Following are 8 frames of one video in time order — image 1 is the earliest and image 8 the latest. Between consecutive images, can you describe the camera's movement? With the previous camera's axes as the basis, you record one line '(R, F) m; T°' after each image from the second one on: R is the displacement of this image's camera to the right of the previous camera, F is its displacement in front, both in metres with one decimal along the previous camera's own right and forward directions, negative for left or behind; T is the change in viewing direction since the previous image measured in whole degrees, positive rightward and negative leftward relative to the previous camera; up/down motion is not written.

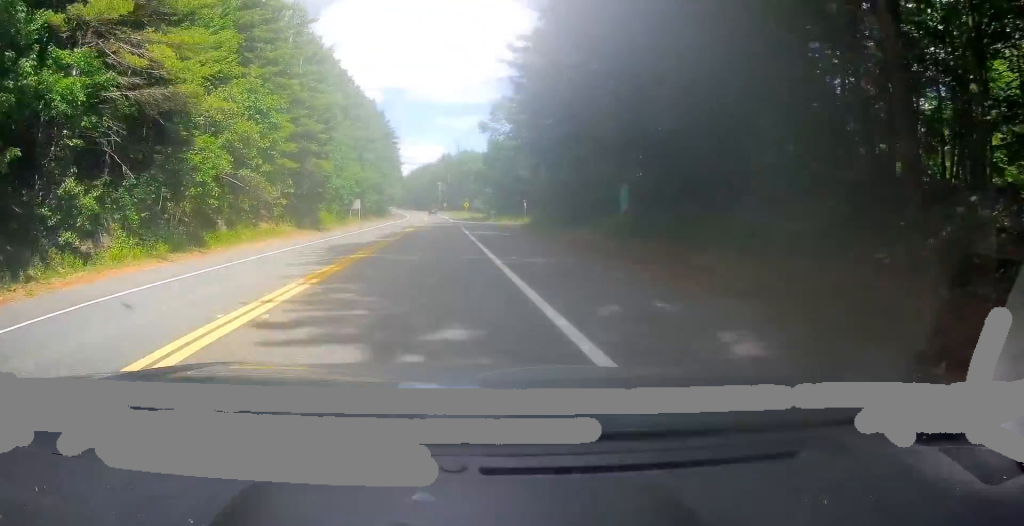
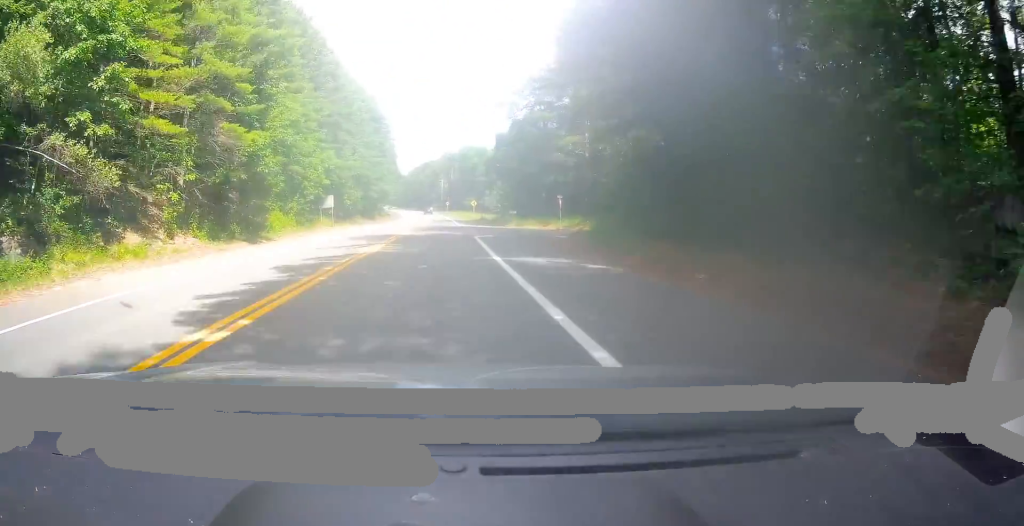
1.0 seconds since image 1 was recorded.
(-0.5, +20.4) m; +1°
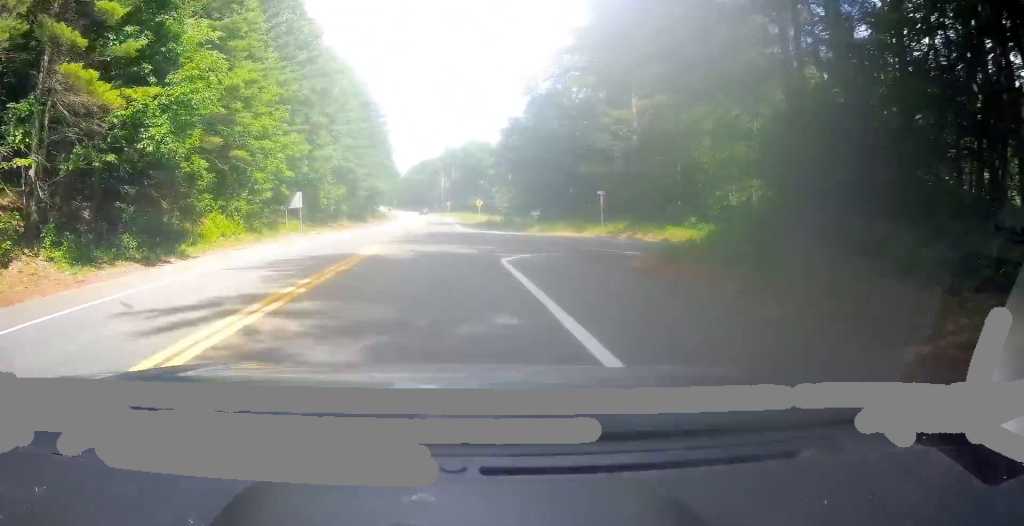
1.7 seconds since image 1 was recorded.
(+0.3, +13.4) m; 0°
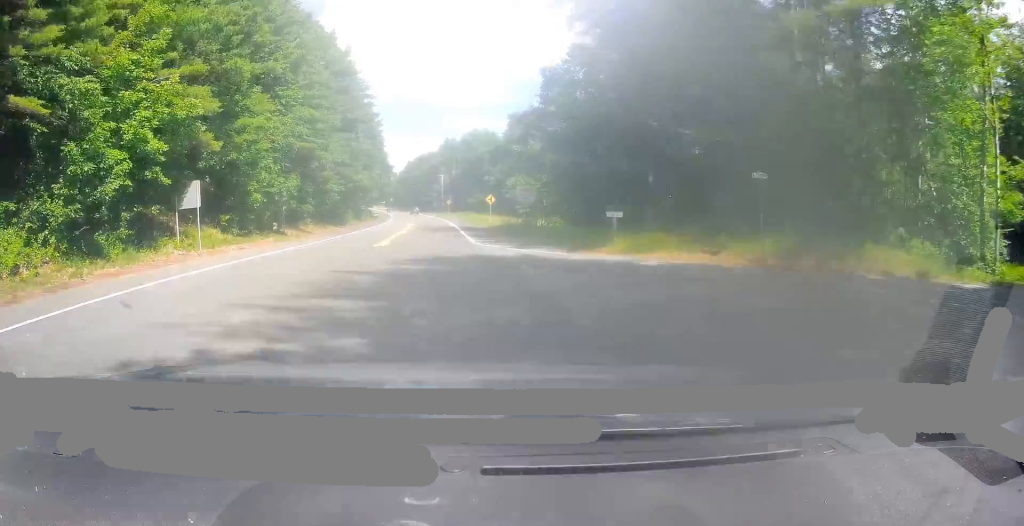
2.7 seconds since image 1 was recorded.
(+0.1, +19.9) m; 0°
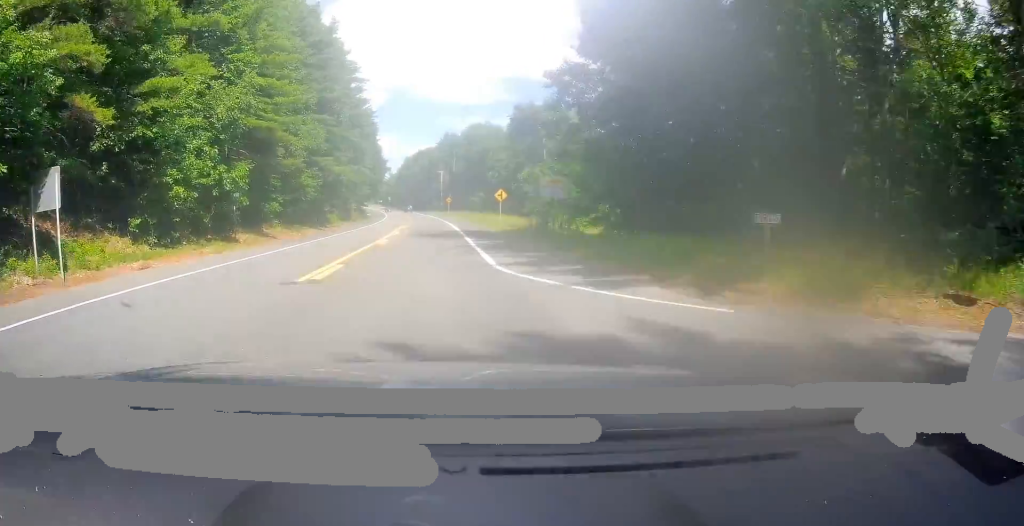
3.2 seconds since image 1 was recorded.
(-0.4, +10.5) m; -1°
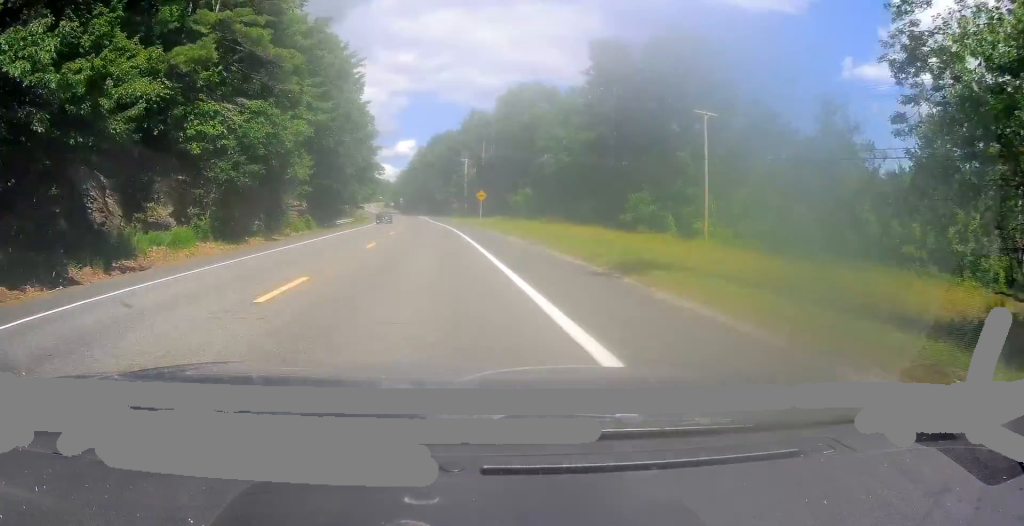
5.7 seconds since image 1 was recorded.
(-0.7, +49.9) m; -3°
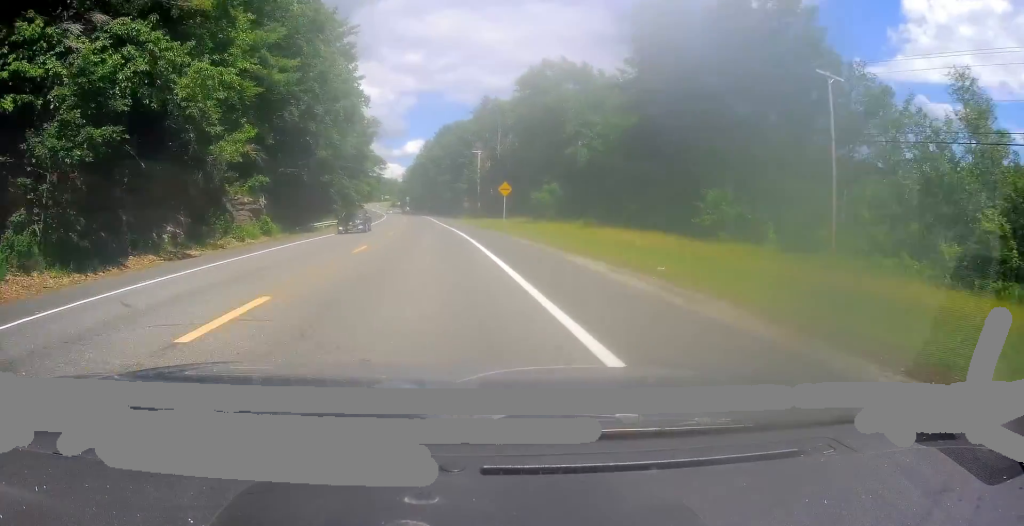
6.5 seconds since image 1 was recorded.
(-0.1, +15.3) m; -1°
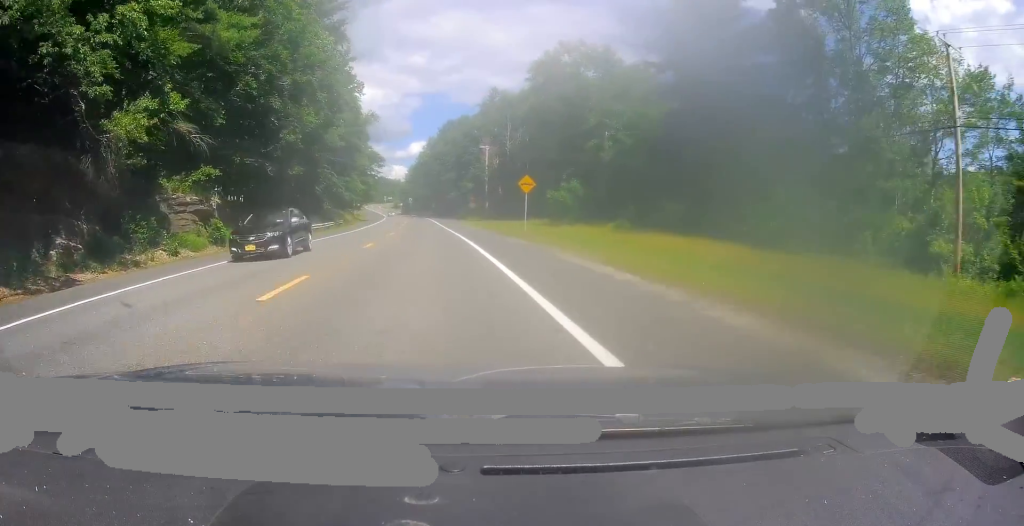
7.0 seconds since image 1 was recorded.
(-0.3, +9.3) m; 0°
